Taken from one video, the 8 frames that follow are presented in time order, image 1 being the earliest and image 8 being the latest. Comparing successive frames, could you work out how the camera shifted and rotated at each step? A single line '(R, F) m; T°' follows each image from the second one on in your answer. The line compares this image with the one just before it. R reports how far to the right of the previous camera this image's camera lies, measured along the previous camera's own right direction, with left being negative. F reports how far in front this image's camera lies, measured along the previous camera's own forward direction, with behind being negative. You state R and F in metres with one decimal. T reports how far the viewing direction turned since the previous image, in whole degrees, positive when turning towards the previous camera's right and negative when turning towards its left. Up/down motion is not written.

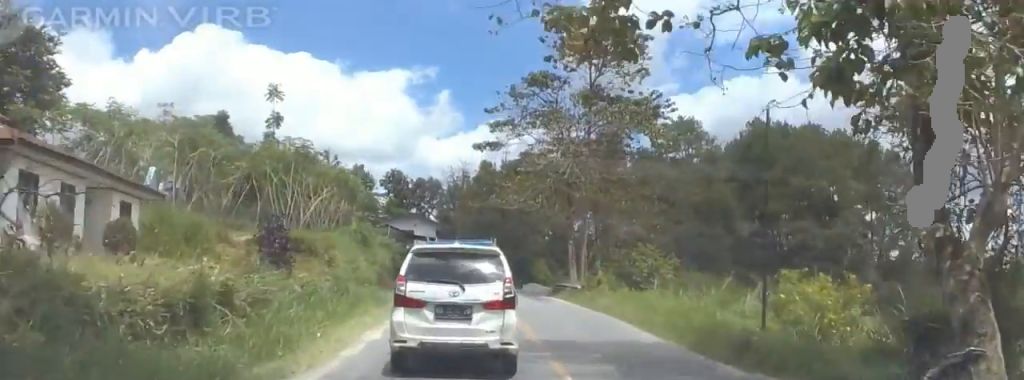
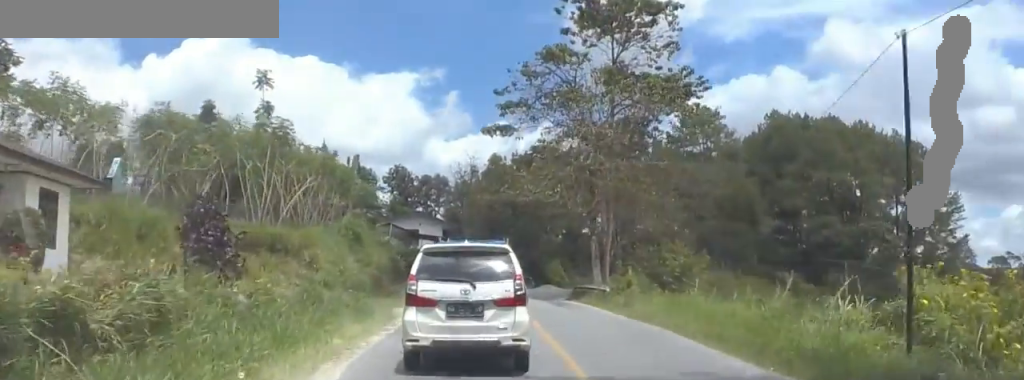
(-0.2, +6.2) m; -2°
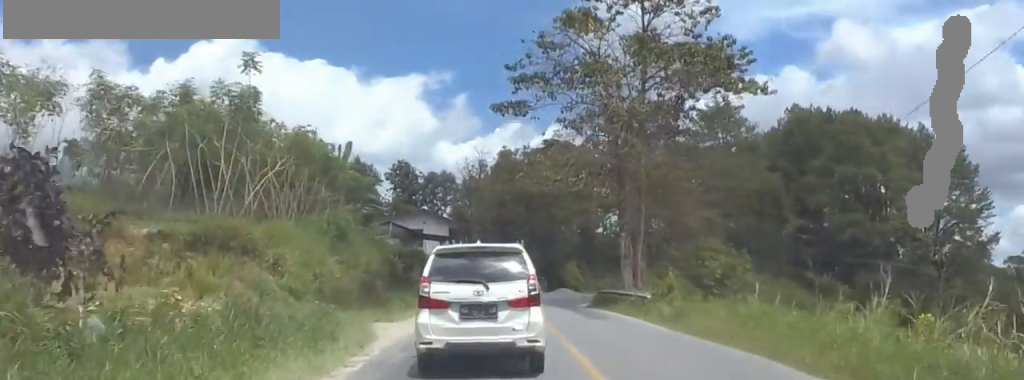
(-0.1, +6.7) m; -2°
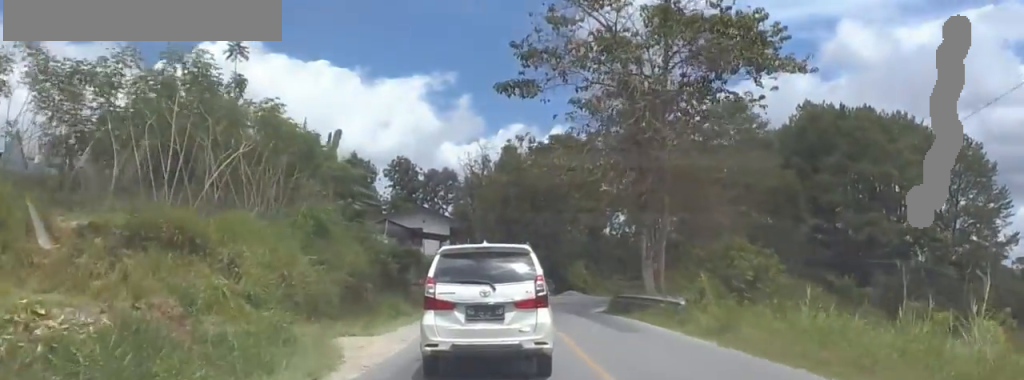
(-0.1, +4.5) m; 0°
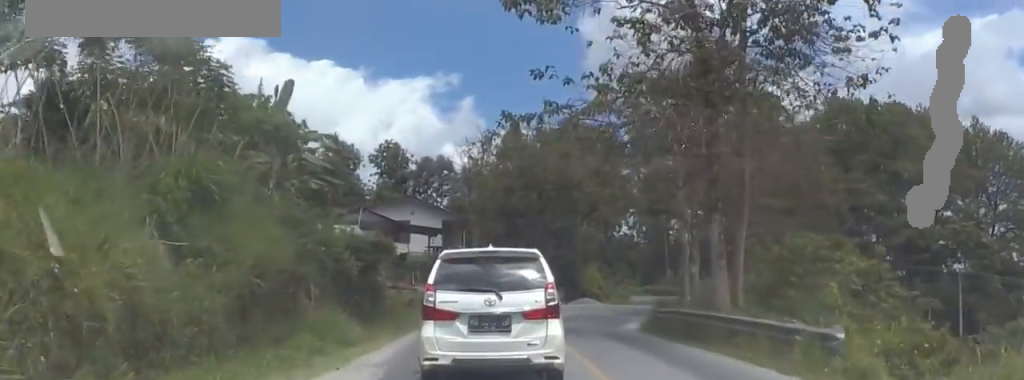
(-0.1, +11.2) m; +2°
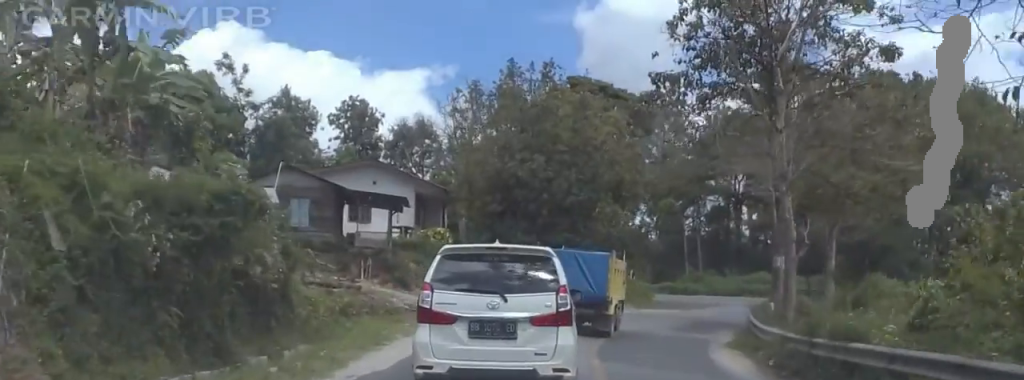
(+1.3, +16.9) m; +4°
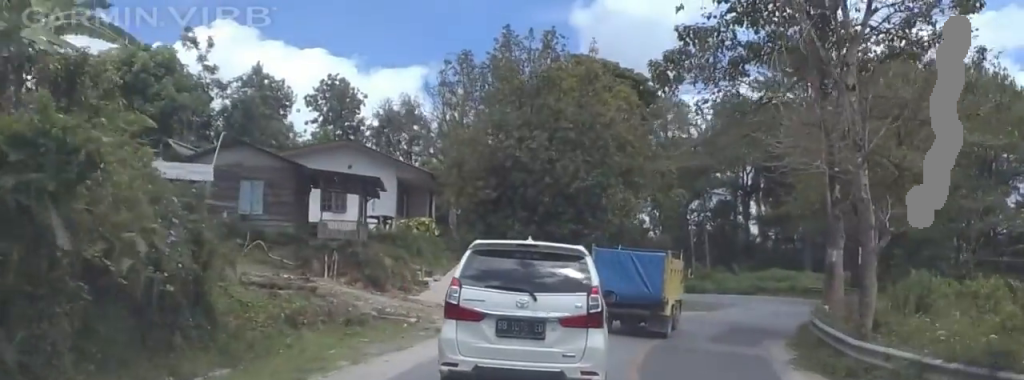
(-0.3, +6.4) m; -2°
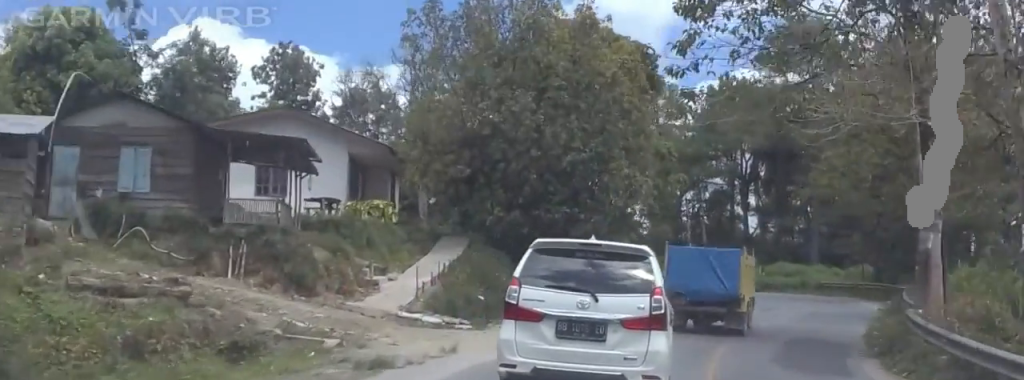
(-0.2, +8.0) m; 0°
